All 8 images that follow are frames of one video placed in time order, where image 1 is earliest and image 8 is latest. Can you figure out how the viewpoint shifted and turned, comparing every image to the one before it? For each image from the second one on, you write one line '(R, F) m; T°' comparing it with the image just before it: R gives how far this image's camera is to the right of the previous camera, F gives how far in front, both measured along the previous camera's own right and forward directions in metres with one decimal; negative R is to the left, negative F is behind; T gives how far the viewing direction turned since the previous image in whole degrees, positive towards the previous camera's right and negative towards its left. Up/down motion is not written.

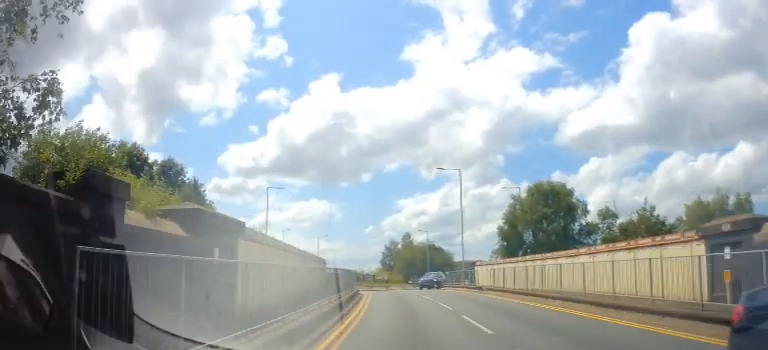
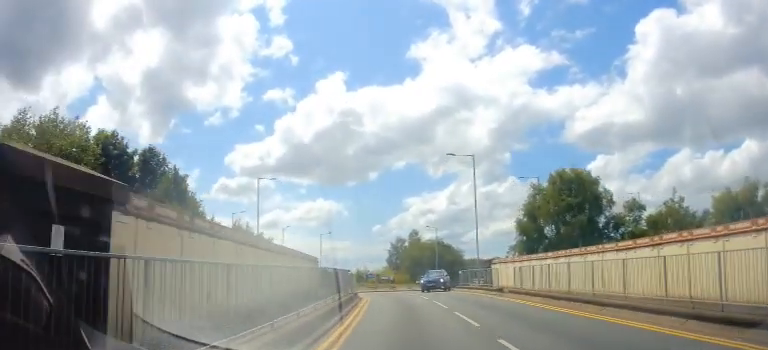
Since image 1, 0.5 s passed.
(0.0, +4.7) m; -3°
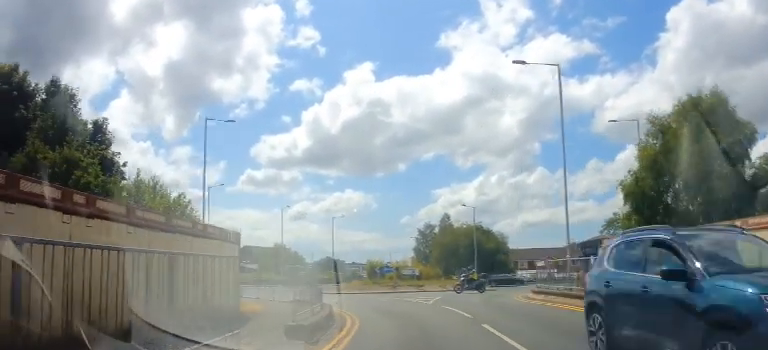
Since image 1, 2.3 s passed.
(-1.2, +16.0) m; -5°
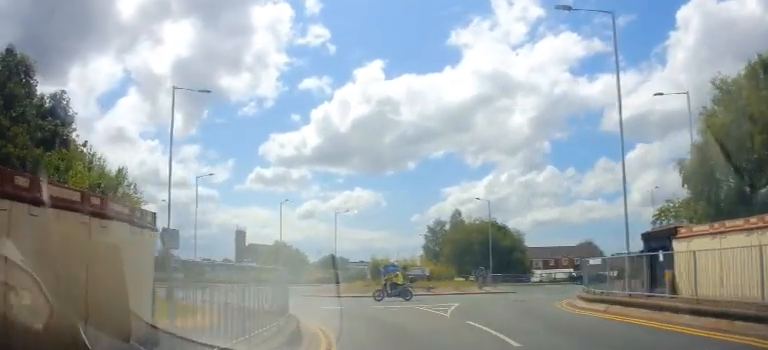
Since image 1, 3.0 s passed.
(0.0, +5.2) m; 0°
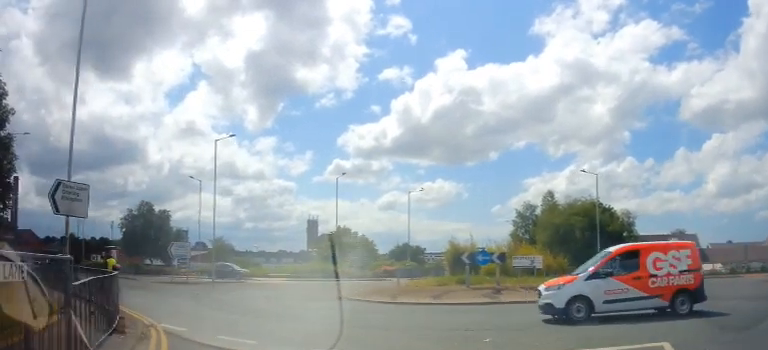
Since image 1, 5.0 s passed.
(-1.0, +12.3) m; -13°
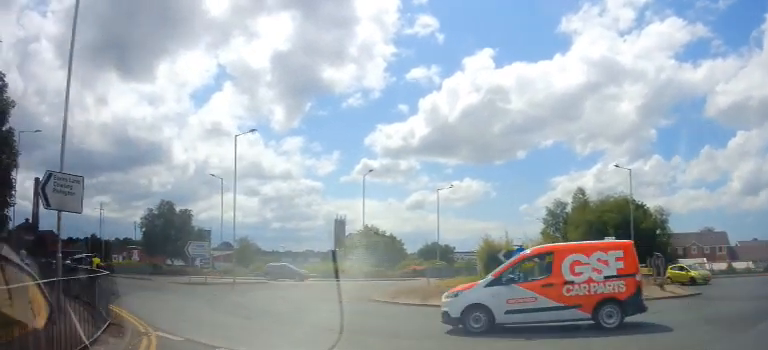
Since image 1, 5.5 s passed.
(0.0, +1.8) m; -3°
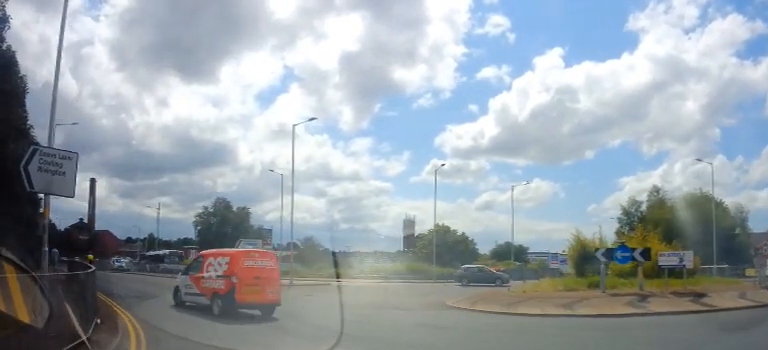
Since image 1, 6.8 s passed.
(-0.4, +4.0) m; 0°
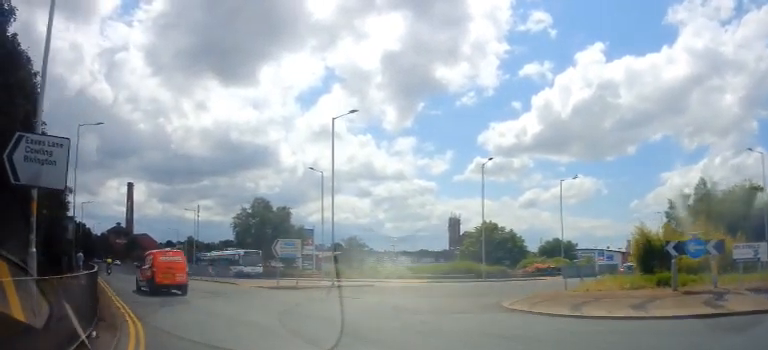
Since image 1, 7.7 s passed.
(+0.5, +1.5) m; -9°
